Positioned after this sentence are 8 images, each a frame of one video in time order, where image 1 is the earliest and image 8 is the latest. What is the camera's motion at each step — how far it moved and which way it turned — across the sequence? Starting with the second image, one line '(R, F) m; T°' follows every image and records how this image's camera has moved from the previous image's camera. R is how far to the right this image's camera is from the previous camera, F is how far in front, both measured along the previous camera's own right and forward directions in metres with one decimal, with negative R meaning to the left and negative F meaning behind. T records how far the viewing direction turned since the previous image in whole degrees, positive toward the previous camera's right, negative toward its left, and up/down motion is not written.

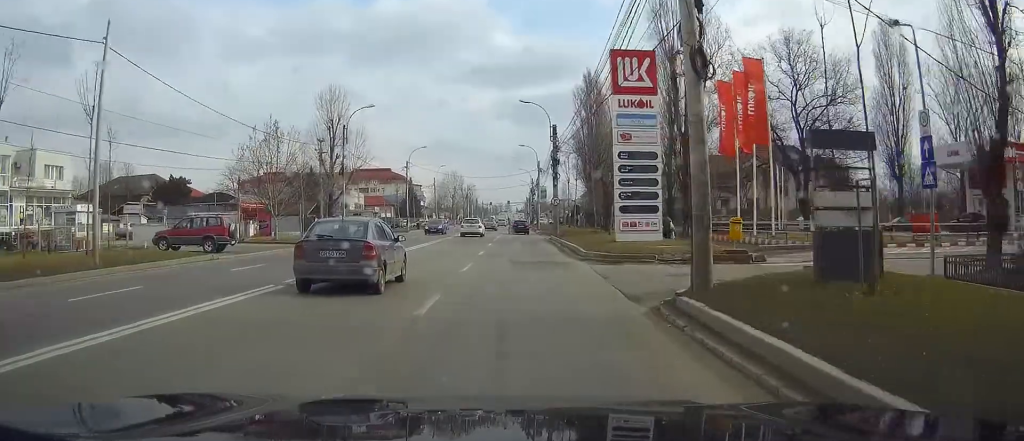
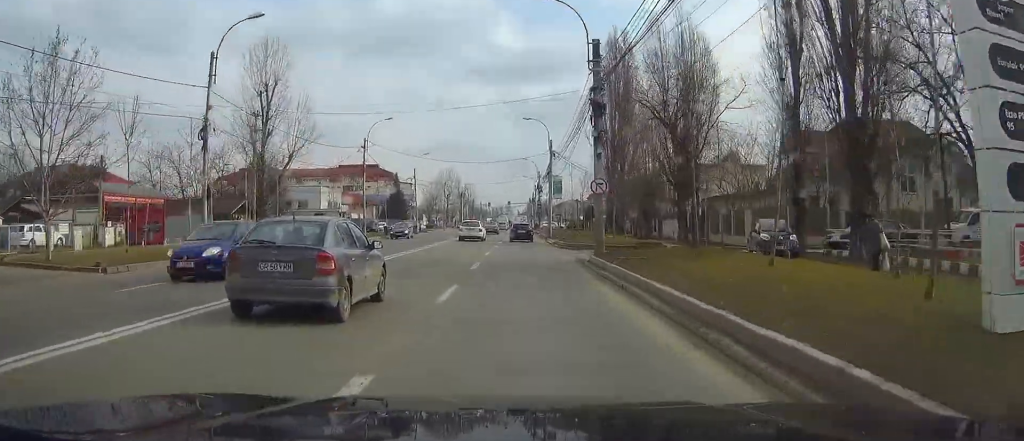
(+0.3, +24.8) m; +1°
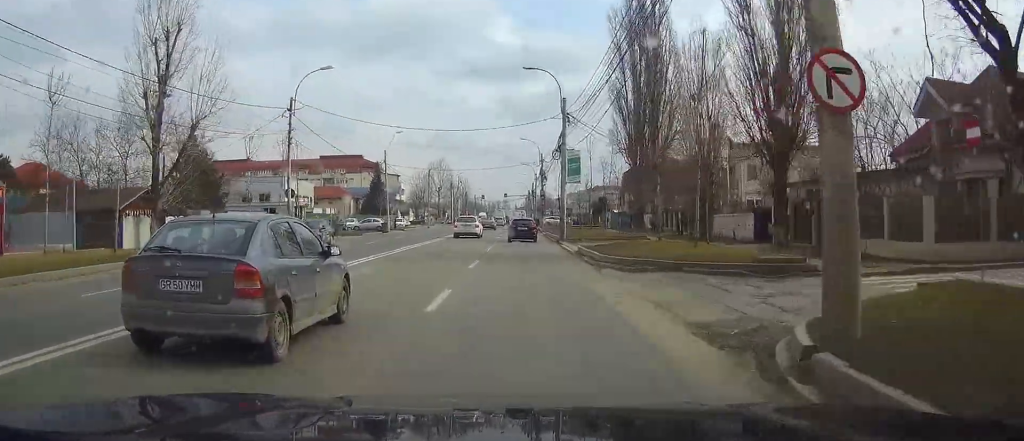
(-0.2, +19.3) m; 0°
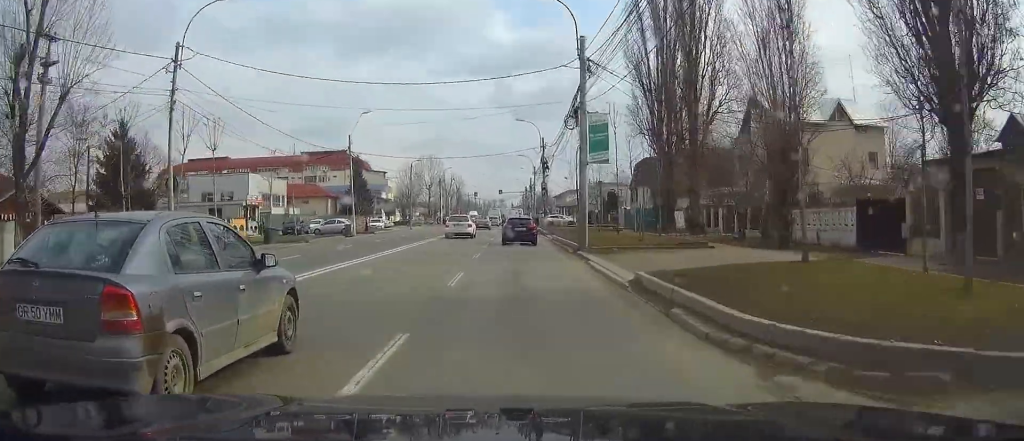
(+0.2, +14.1) m; 0°
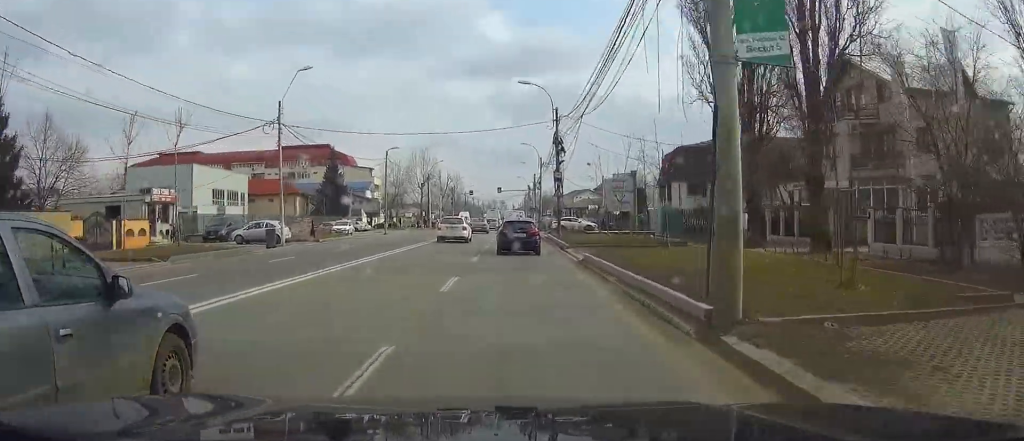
(-0.2, +18.2) m; -1°
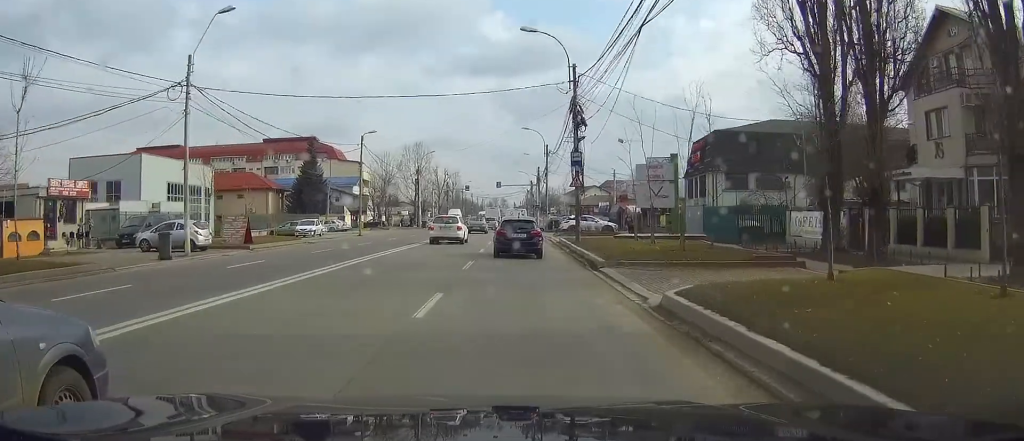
(0.0, +12.3) m; 0°
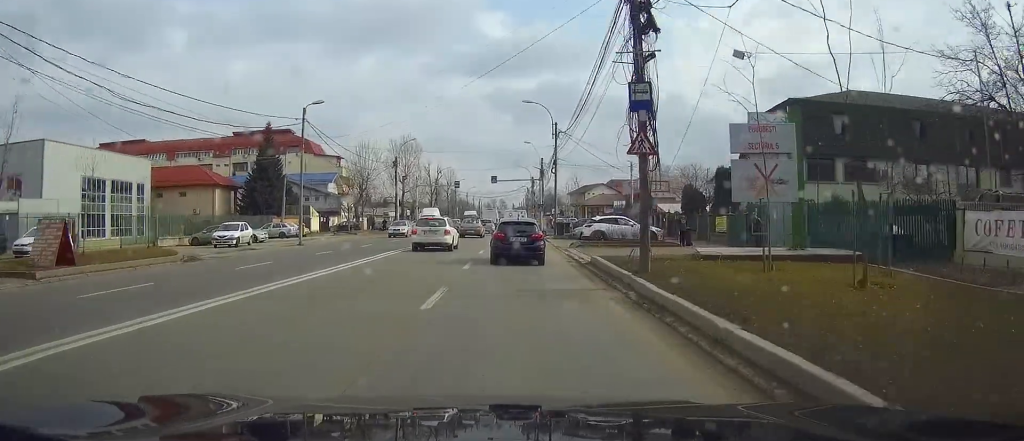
(0.0, +16.7) m; 0°
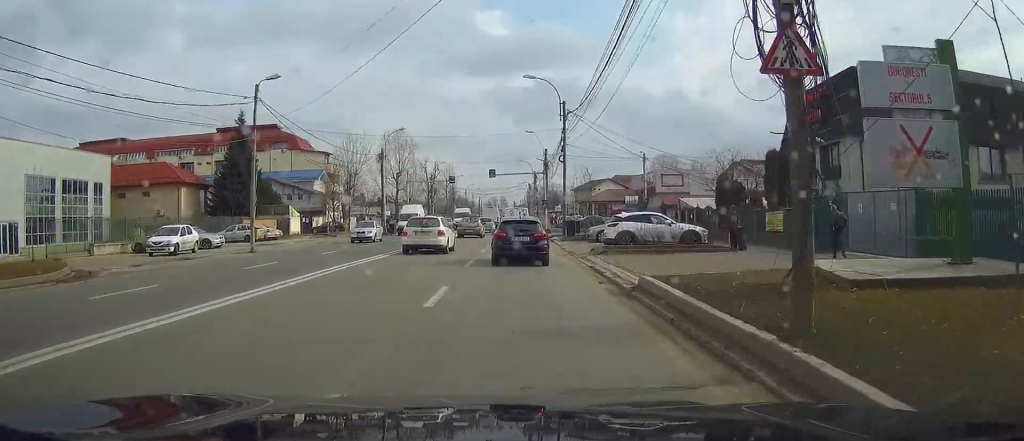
(0.0, +8.6) m; 0°
